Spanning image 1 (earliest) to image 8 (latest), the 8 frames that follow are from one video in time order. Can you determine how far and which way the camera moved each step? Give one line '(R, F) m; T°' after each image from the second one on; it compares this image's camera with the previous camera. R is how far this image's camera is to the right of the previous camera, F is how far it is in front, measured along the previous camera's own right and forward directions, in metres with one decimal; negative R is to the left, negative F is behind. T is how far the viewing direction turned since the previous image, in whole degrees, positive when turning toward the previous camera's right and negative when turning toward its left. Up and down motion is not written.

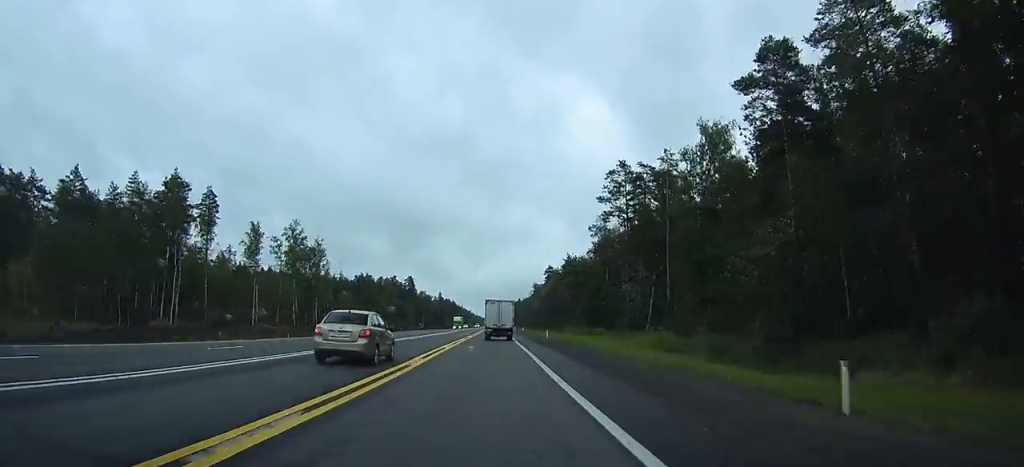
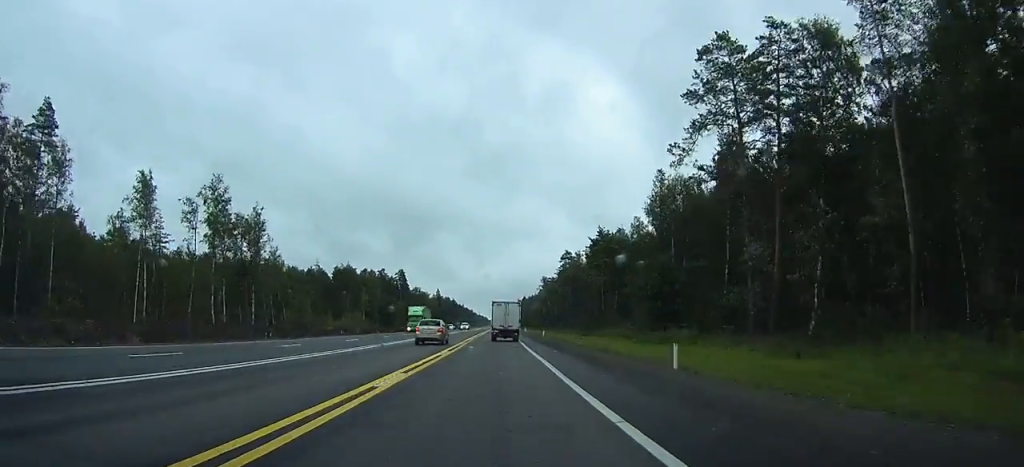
(-0.1, +40.8) m; 0°
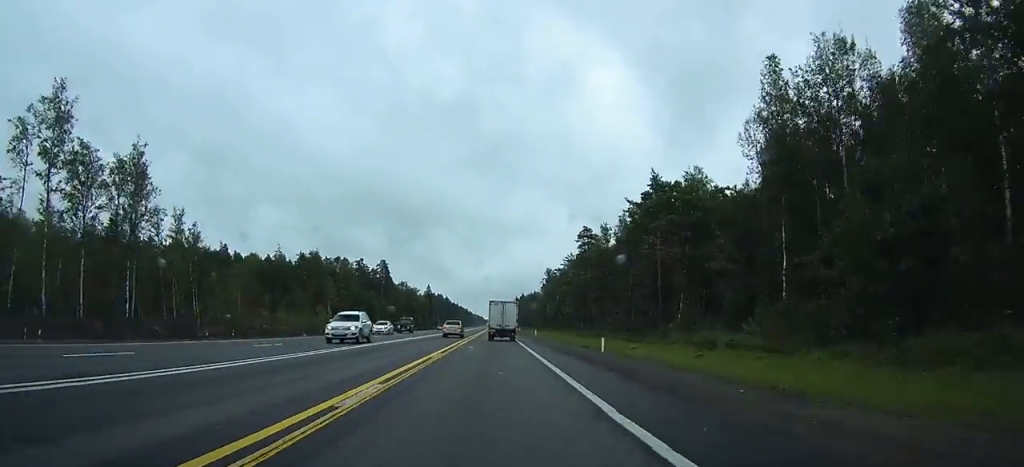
(-0.1, +38.6) m; 0°
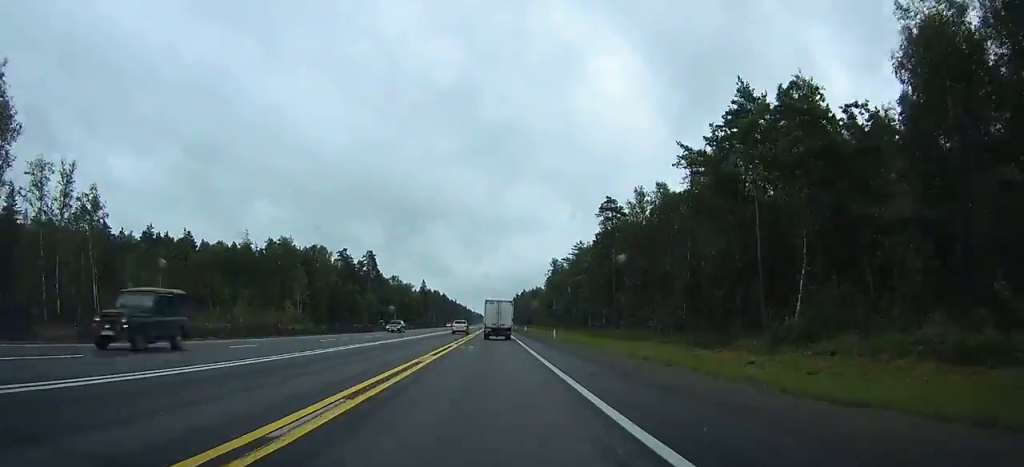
(0.0, +26.3) m; 0°
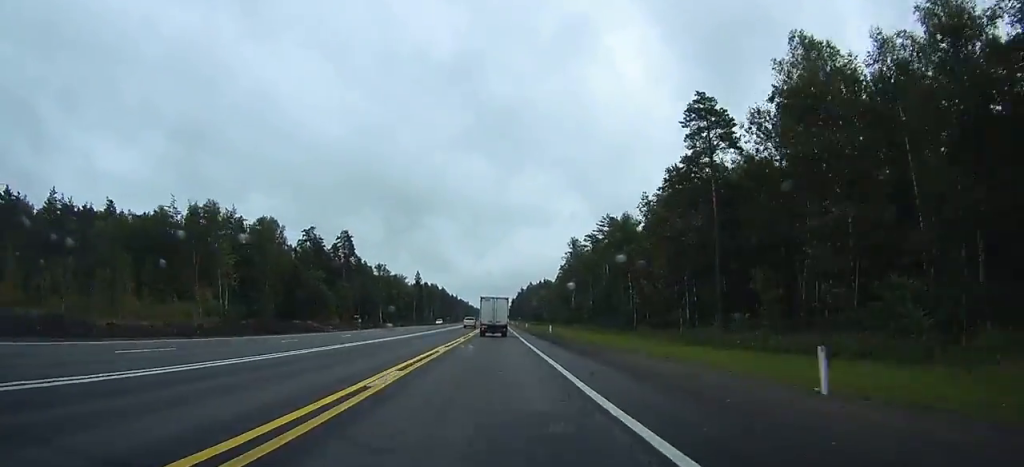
(+0.2, +43.1) m; 0°
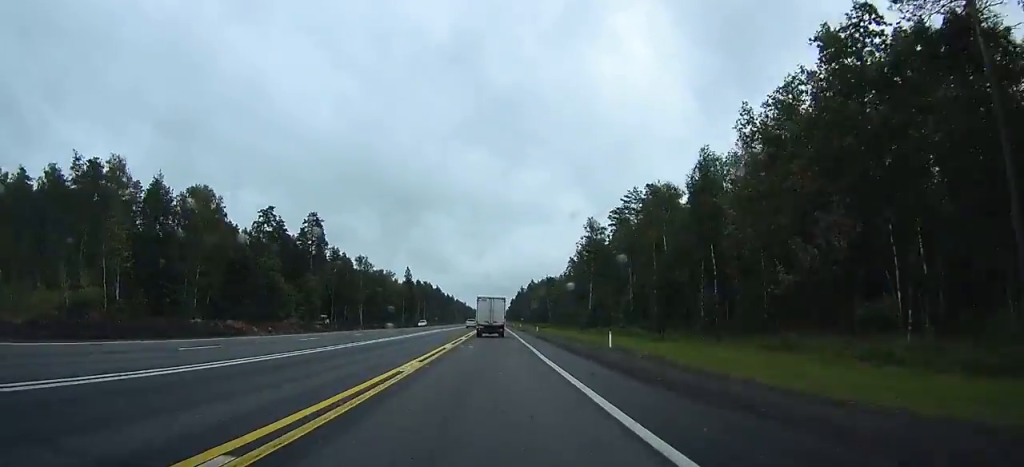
(-0.1, +32.1) m; 0°
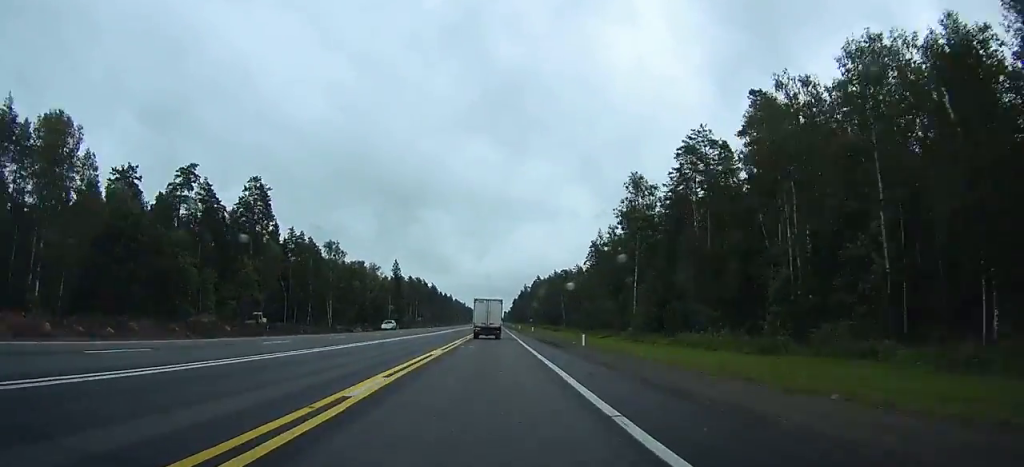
(-0.1, +40.6) m; 0°
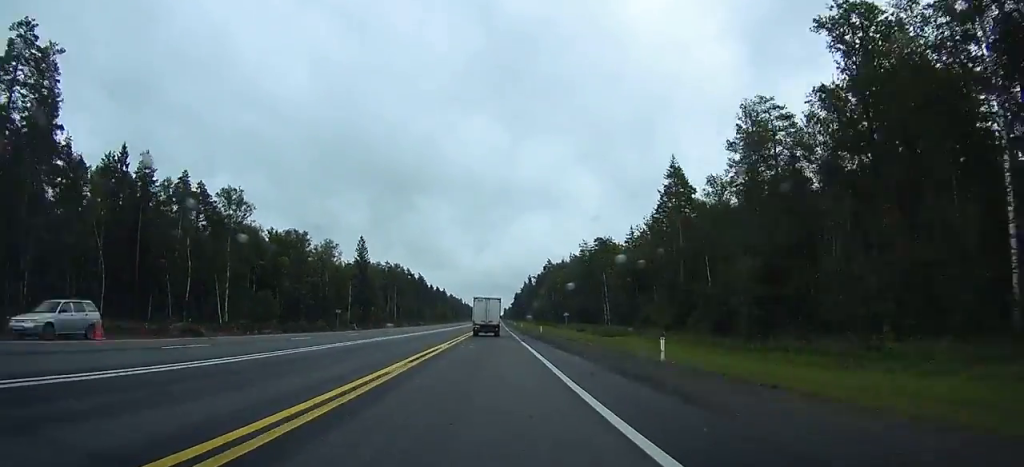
(+0.3, +68.3) m; 0°
